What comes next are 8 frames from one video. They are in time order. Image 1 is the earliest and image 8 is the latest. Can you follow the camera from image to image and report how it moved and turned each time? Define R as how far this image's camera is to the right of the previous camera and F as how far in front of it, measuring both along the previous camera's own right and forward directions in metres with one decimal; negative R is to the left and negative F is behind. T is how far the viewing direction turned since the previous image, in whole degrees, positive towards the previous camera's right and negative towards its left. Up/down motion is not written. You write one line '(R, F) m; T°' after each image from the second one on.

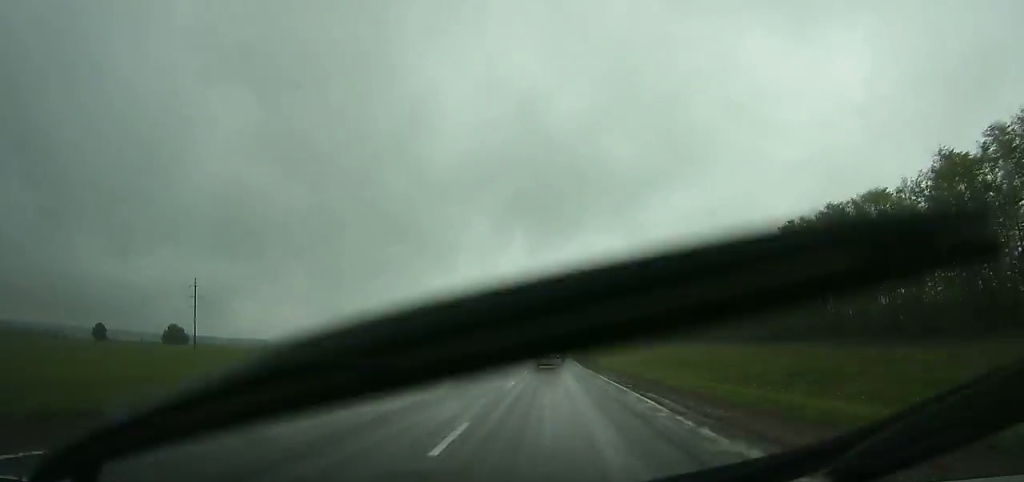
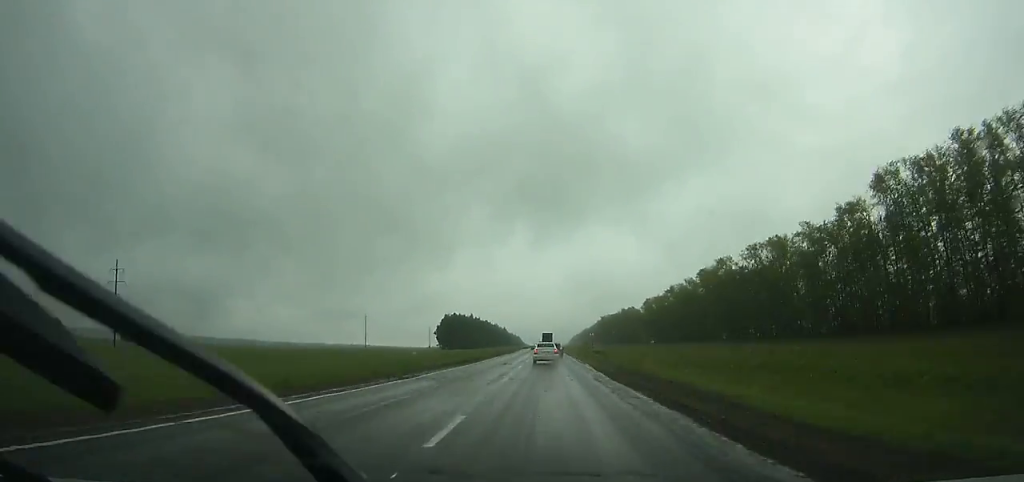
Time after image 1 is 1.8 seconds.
(0.0, +35.6) m; 0°
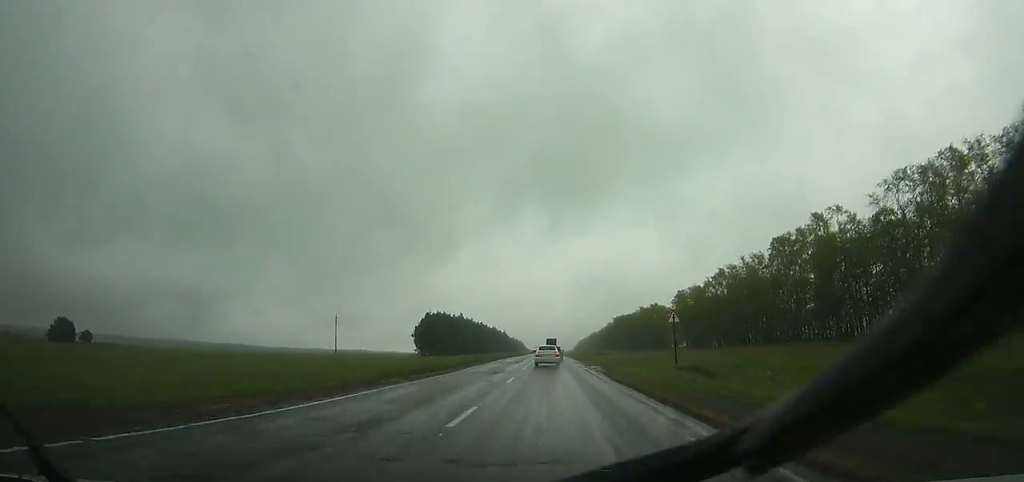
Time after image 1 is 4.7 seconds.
(+0.2, +57.6) m; 0°
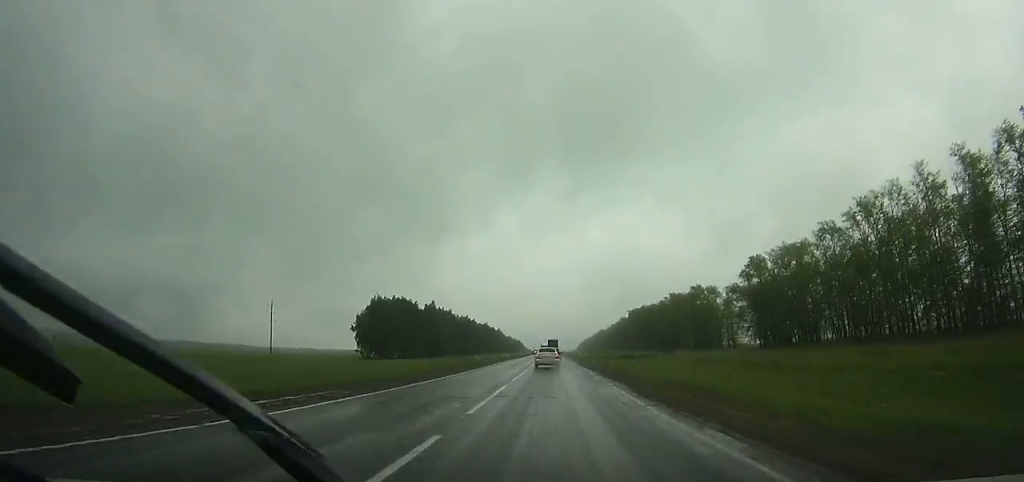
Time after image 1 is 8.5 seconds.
(-0.1, +75.6) m; 0°
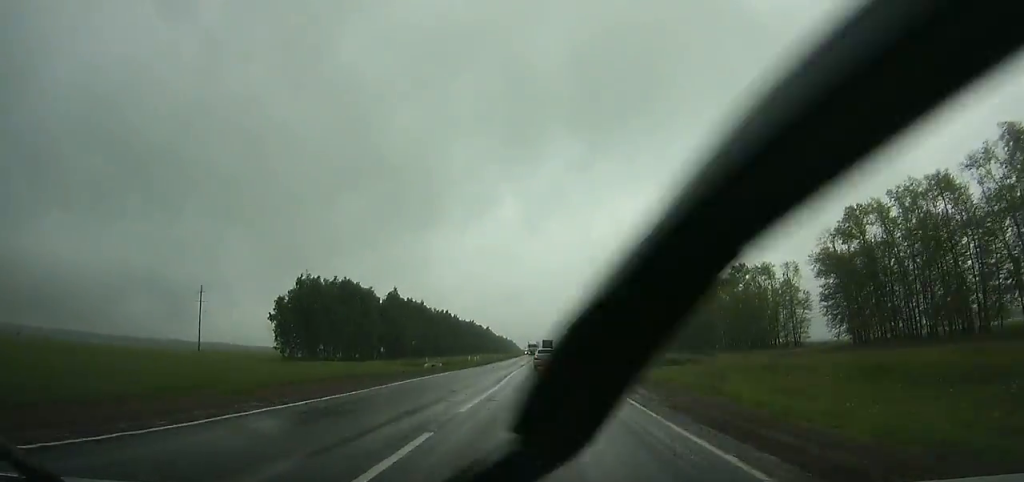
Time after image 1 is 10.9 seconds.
(+0.1, +47.7) m; 0°
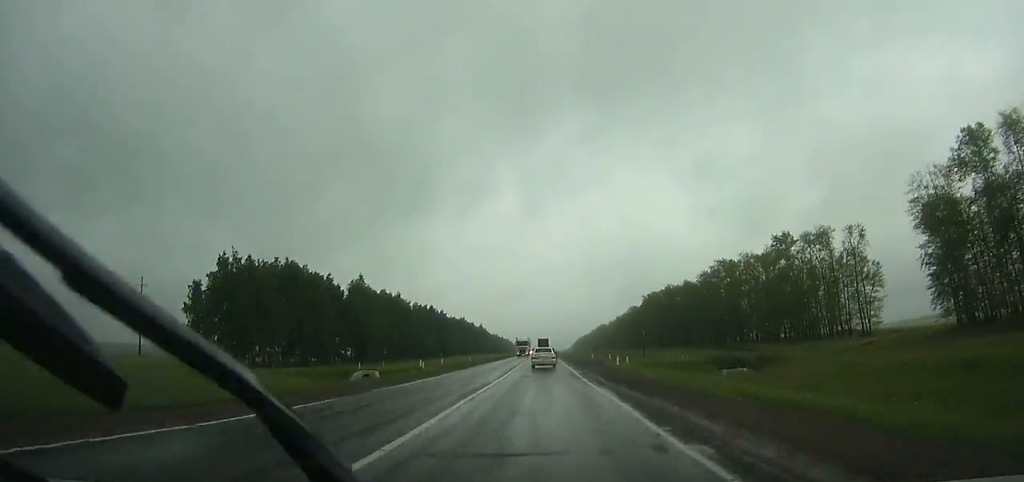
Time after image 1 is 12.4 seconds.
(0.0, +29.8) m; 0°
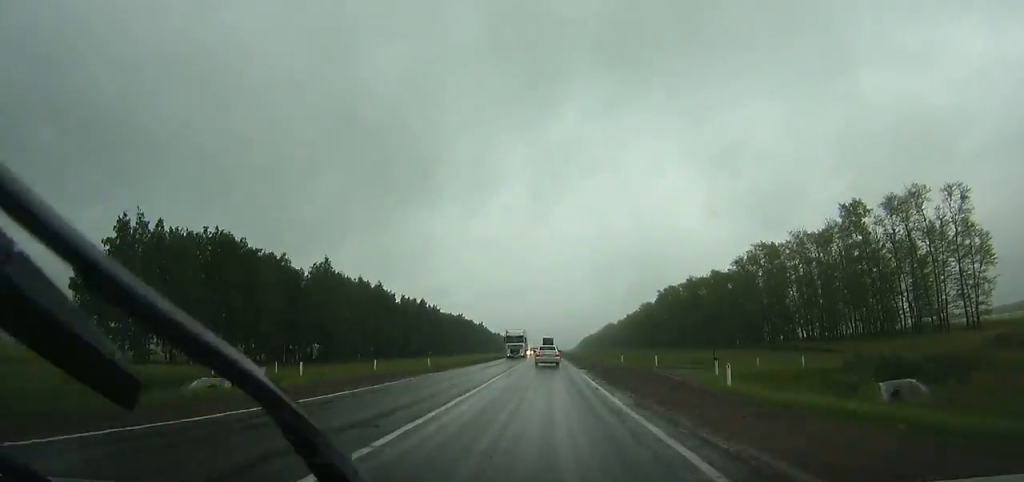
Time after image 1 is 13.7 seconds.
(0.0, +25.8) m; 0°
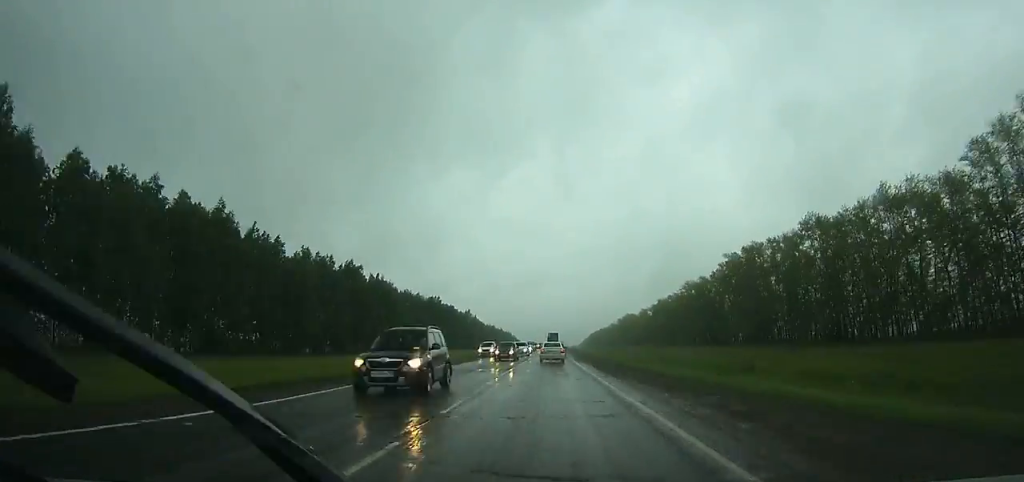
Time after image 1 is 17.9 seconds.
(-0.3, +83.0) m; 0°
